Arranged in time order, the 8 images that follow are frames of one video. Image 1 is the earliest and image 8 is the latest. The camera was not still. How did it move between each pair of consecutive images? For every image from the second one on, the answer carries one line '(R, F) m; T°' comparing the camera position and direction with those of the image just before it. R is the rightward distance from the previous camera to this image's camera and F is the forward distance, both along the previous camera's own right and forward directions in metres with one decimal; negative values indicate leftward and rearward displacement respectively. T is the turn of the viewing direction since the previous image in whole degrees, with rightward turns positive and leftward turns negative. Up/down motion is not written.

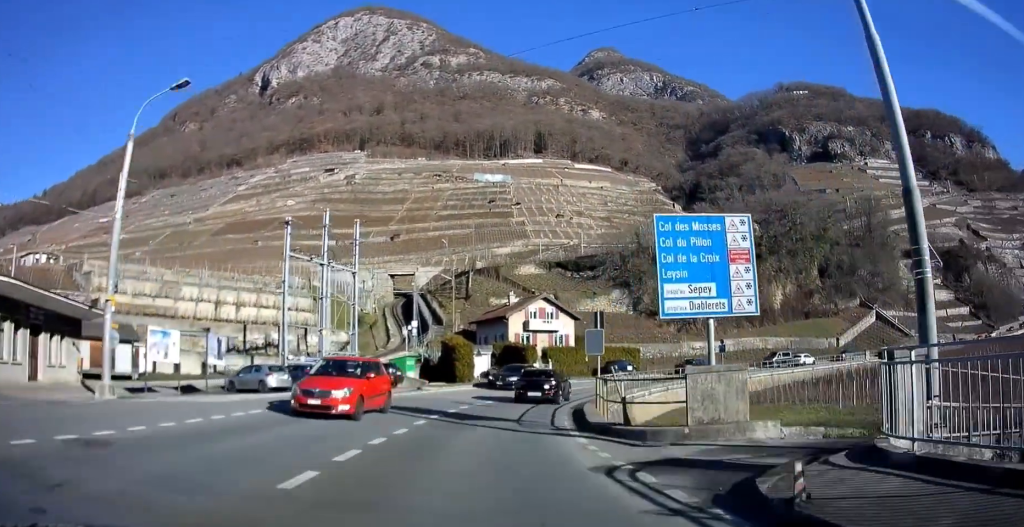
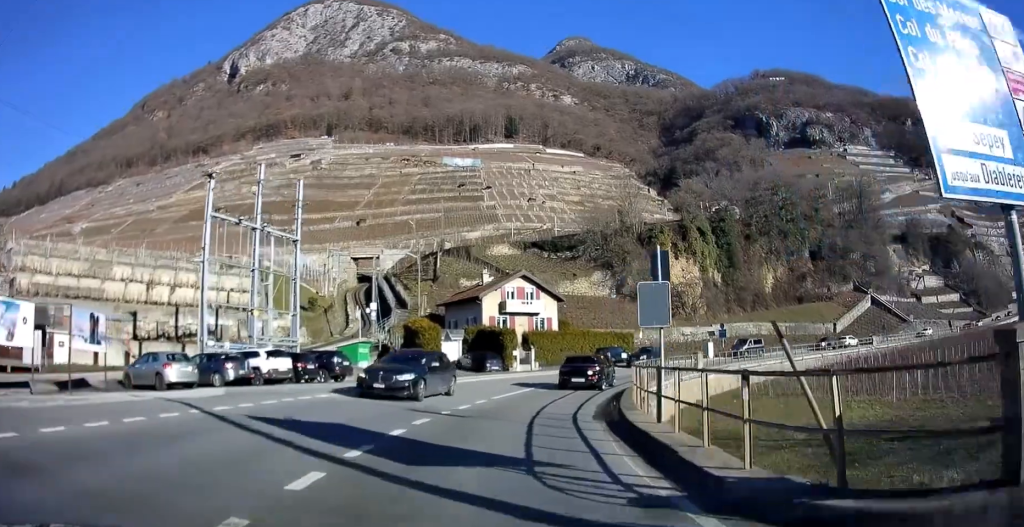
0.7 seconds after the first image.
(-0.2, +8.4) m; +1°
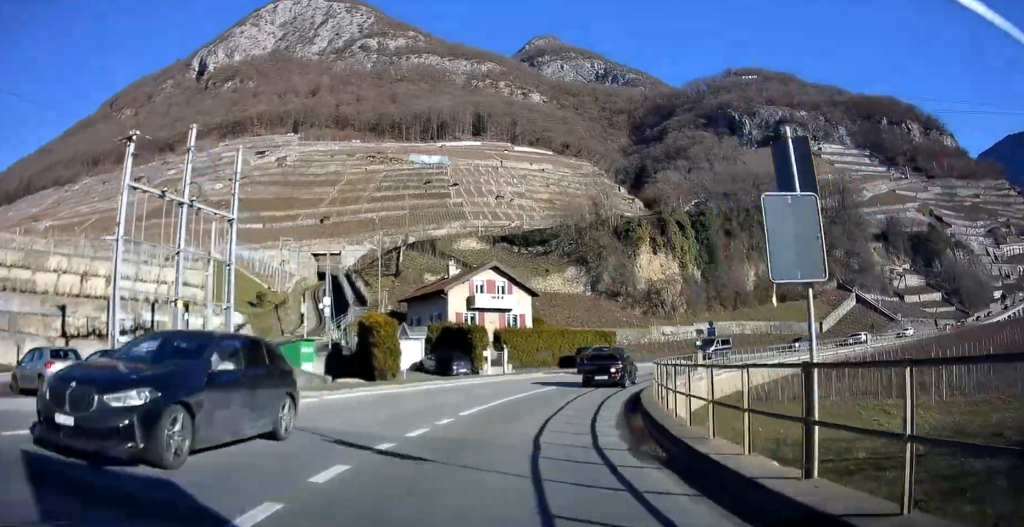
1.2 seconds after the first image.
(0.0, +5.4) m; +3°
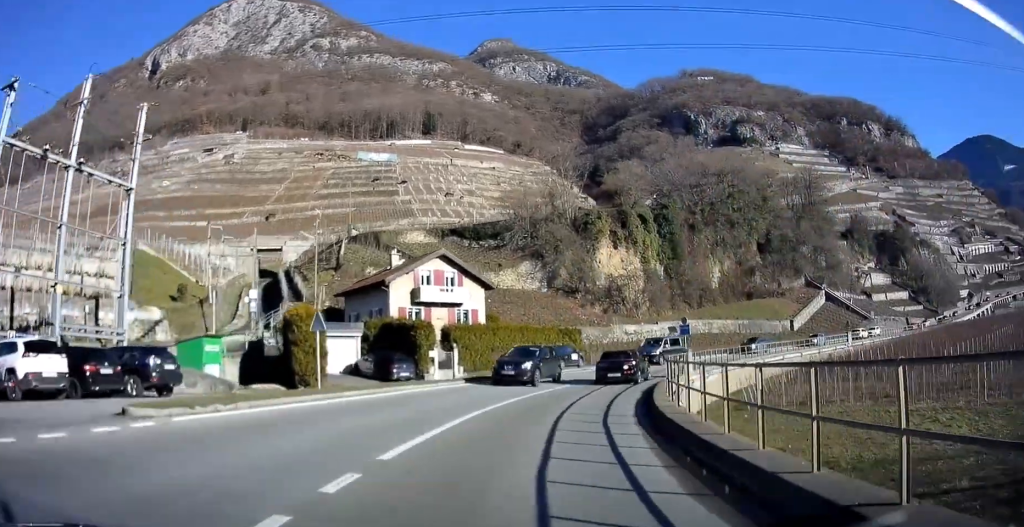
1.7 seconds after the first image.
(0.0, +6.1) m; +4°
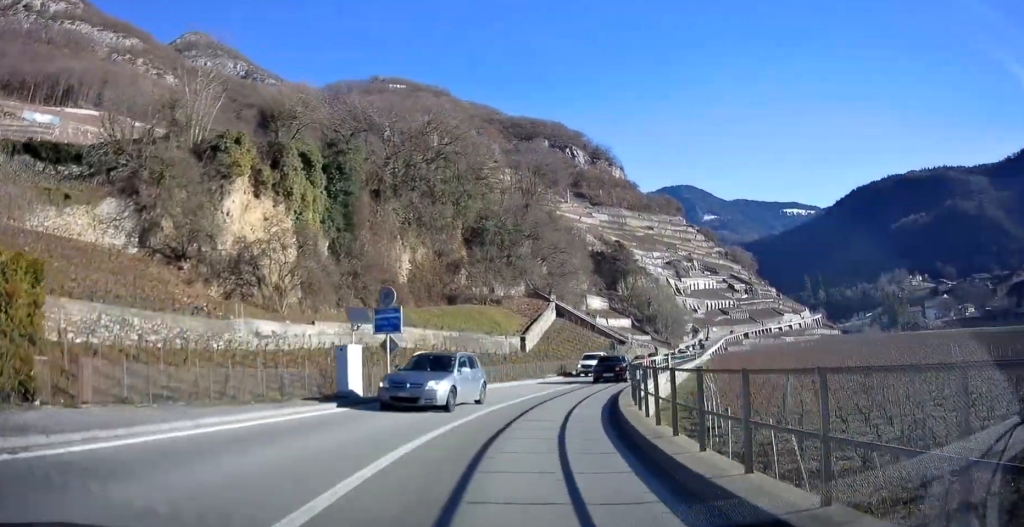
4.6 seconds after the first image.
(+8.8, +31.2) m; +31°
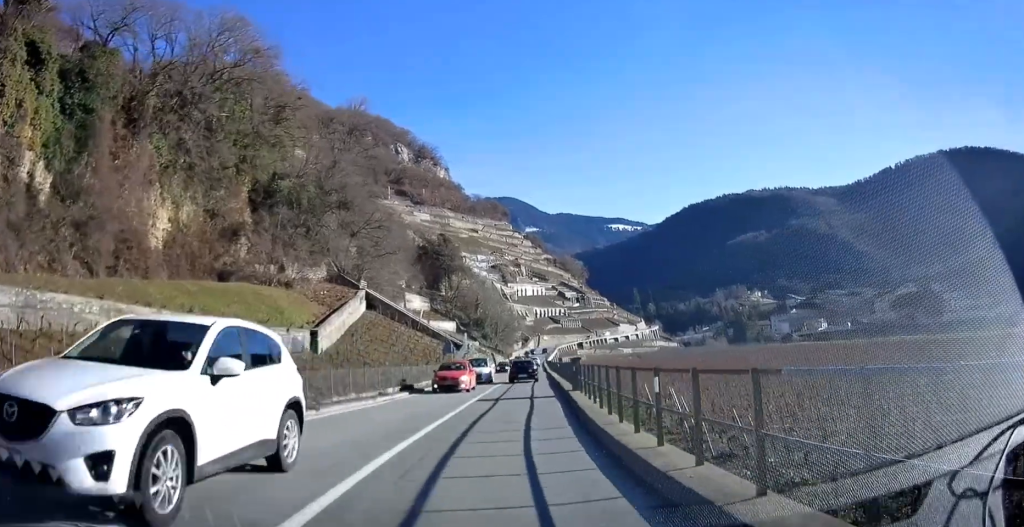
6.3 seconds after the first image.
(+3.2, +20.7) m; +15°
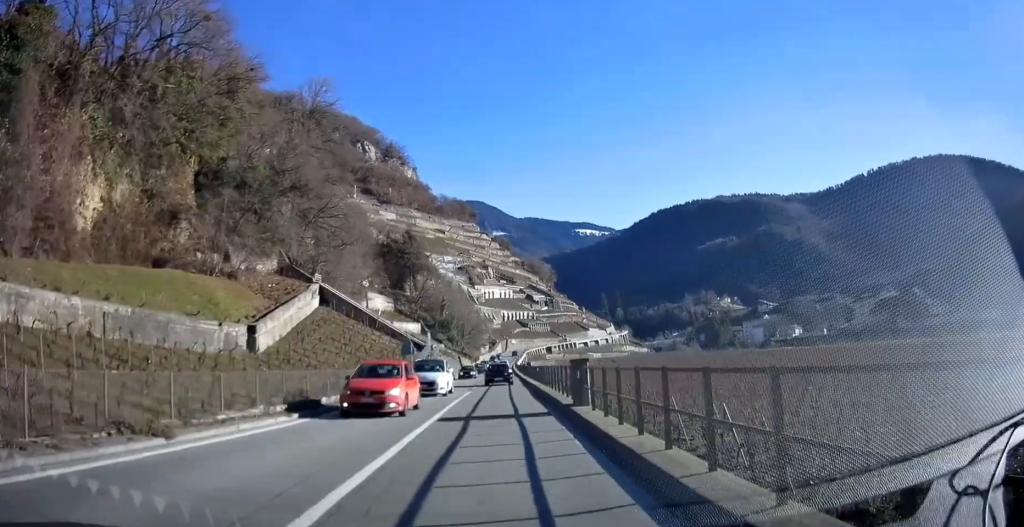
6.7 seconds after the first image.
(+0.1, +6.0) m; +3°
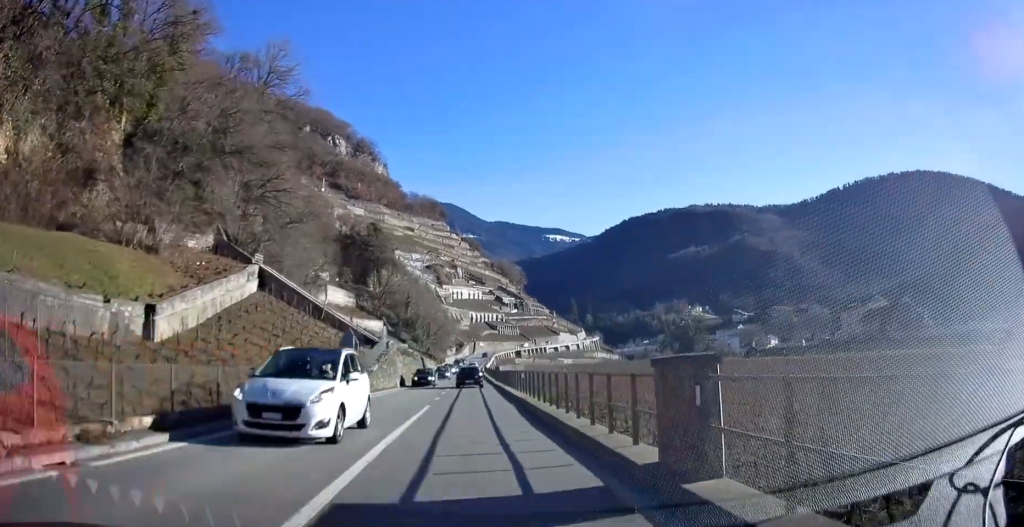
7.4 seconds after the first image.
(+0.4, +9.0) m; +4°
